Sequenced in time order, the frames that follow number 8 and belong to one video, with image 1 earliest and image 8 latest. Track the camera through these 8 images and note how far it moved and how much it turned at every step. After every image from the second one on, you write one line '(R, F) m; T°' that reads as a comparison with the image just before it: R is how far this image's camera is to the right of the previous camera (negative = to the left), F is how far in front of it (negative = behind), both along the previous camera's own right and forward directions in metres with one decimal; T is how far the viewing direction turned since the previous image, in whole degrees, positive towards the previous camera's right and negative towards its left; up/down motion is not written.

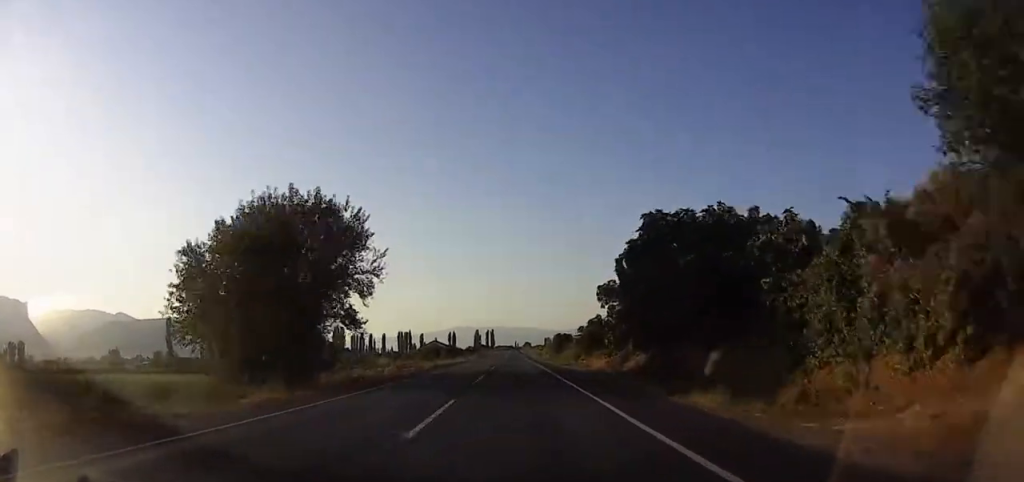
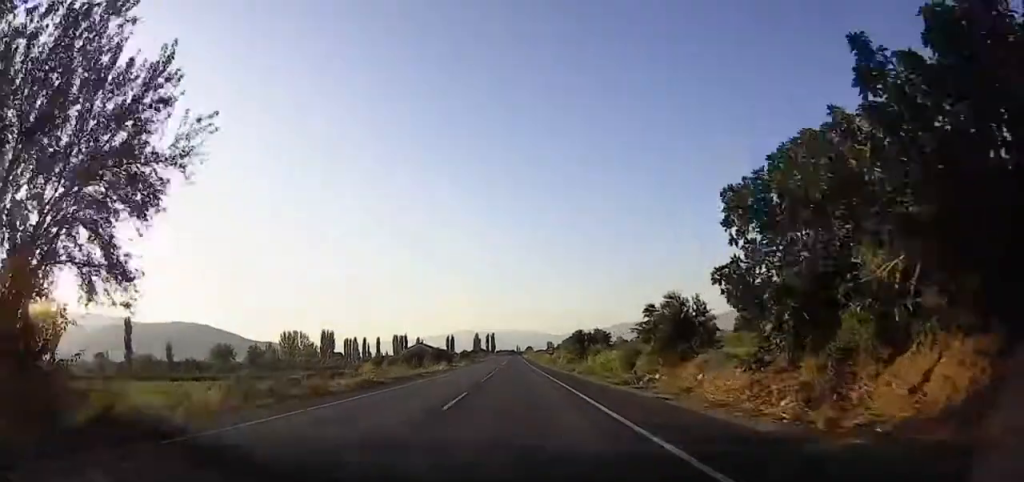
(+0.1, +24.3) m; -1°
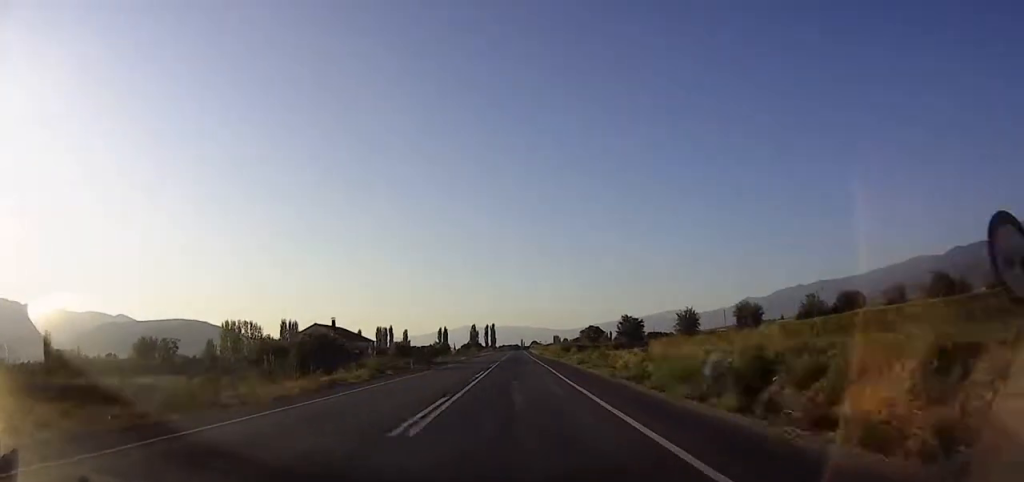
(-1.1, +63.2) m; 0°
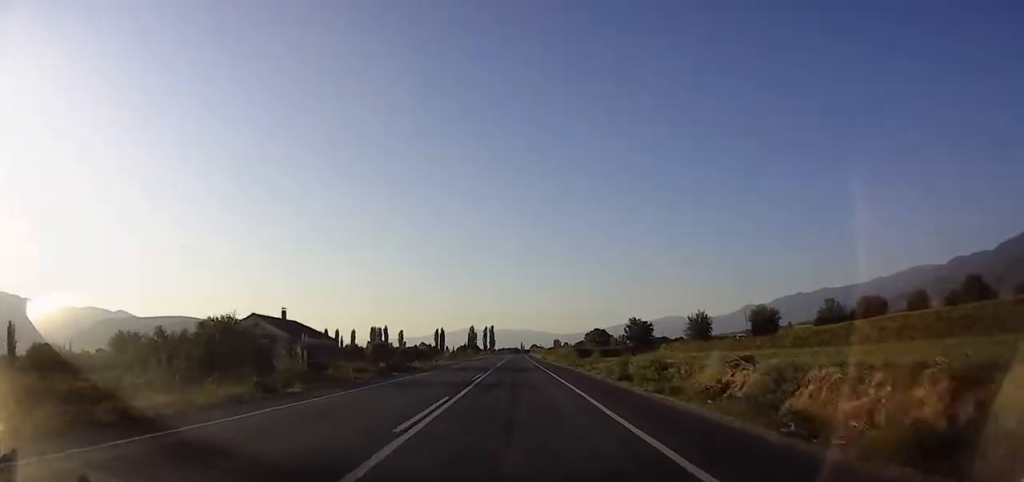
(+0.2, +14.2) m; +1°
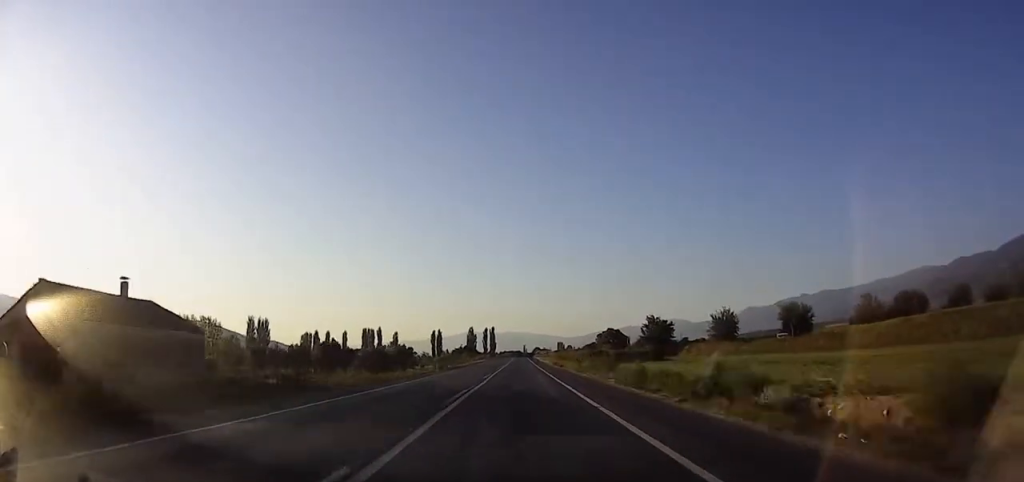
(+0.2, +23.2) m; 0°
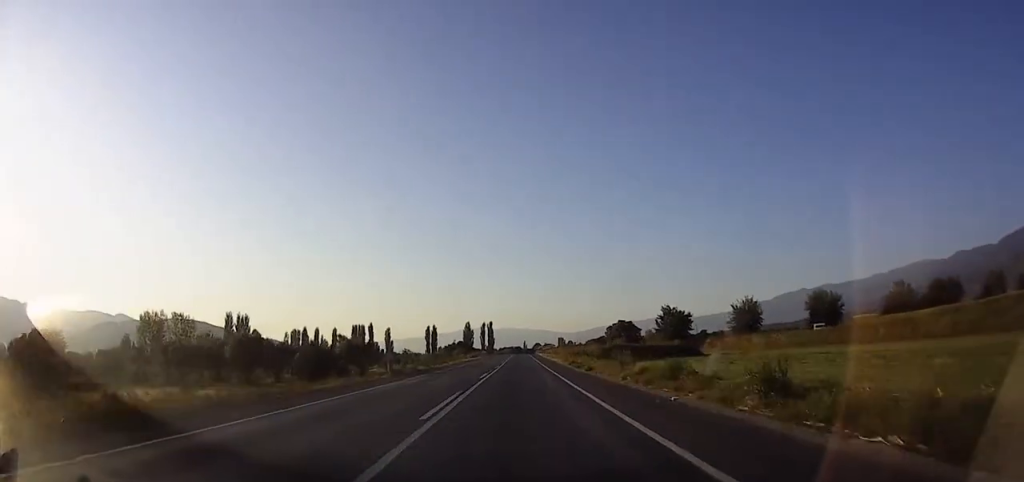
(+0.2, +19.0) m; -1°
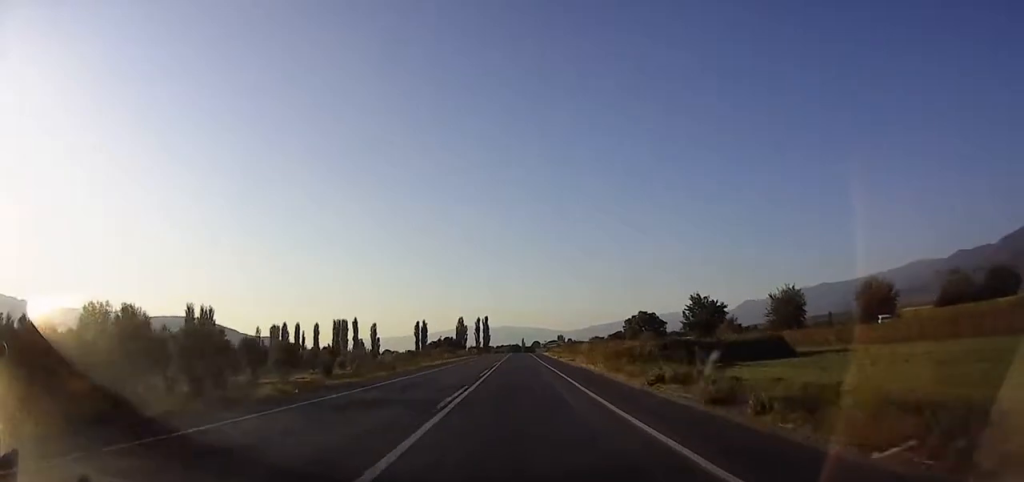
(-0.7, +27.8) m; -1°
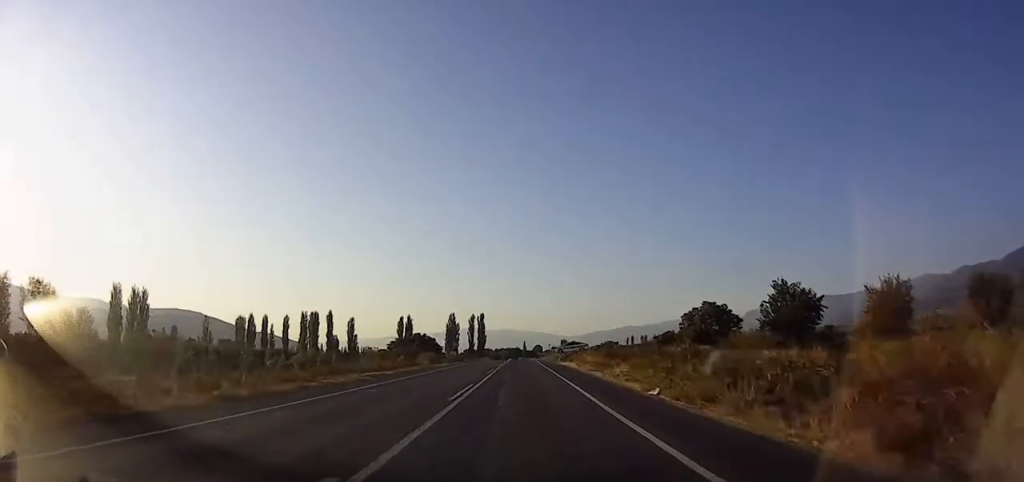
(+0.3, +42.5) m; +1°
